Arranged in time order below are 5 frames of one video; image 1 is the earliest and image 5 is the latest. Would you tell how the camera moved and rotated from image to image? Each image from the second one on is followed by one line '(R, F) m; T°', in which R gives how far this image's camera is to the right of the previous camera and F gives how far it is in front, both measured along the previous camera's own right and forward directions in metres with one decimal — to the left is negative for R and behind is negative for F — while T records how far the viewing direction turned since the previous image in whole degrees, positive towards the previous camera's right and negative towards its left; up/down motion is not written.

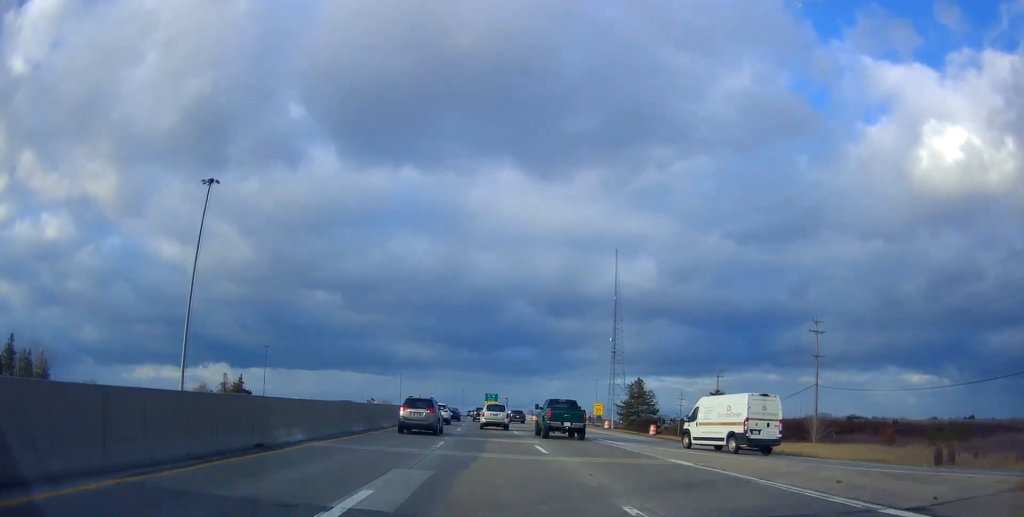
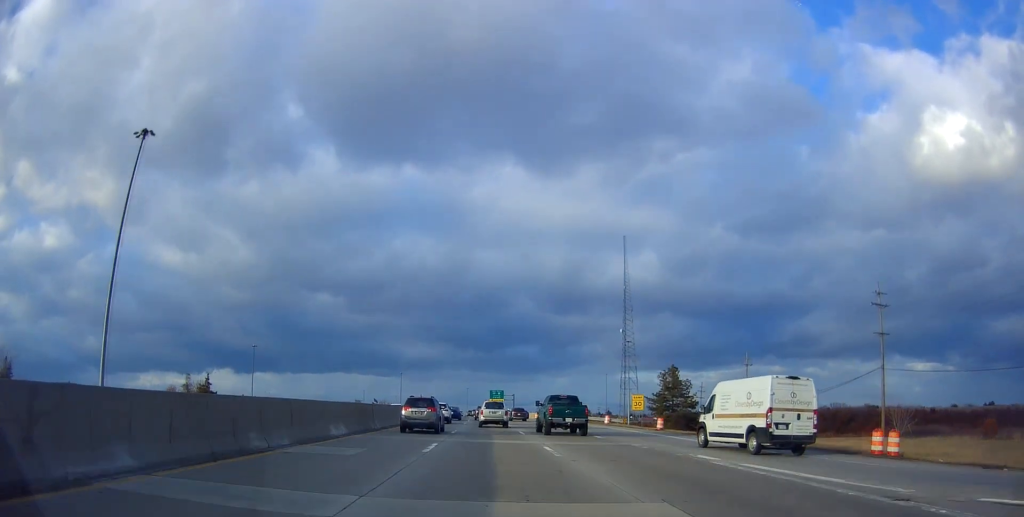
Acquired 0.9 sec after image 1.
(+0.3, +19.3) m; 0°
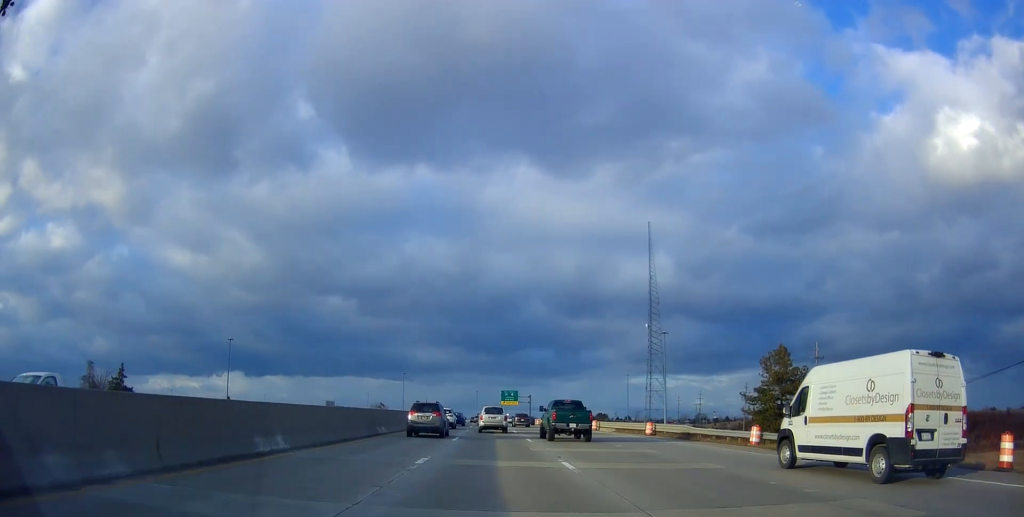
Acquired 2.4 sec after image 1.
(-0.6, +33.2) m; -2°
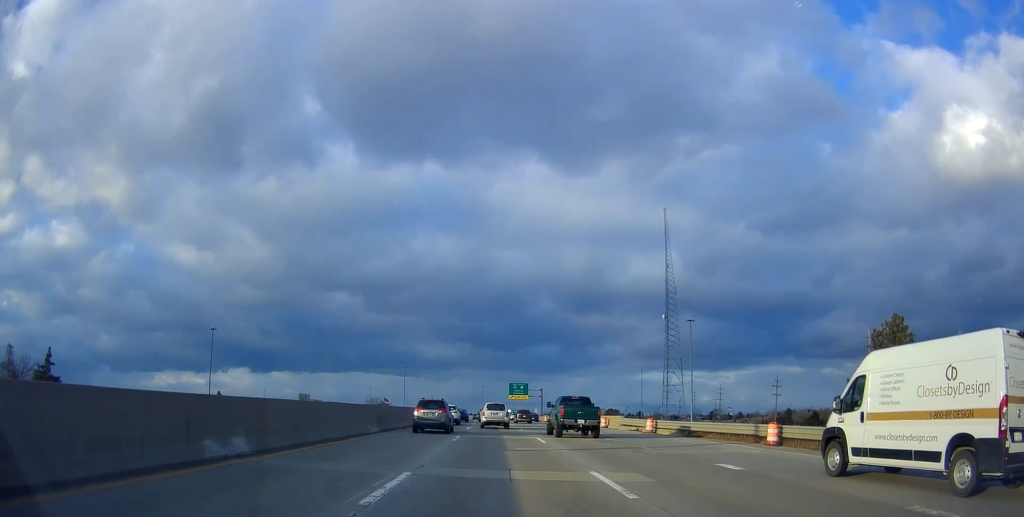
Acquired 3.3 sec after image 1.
(+0.3, +19.5) m; 0°
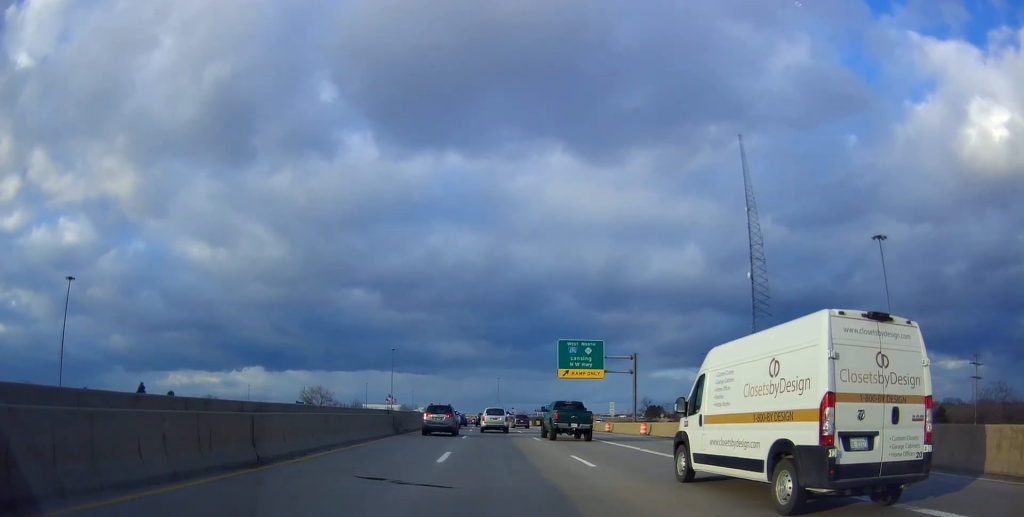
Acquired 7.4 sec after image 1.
(-2.2, +86.5) m; -1°
